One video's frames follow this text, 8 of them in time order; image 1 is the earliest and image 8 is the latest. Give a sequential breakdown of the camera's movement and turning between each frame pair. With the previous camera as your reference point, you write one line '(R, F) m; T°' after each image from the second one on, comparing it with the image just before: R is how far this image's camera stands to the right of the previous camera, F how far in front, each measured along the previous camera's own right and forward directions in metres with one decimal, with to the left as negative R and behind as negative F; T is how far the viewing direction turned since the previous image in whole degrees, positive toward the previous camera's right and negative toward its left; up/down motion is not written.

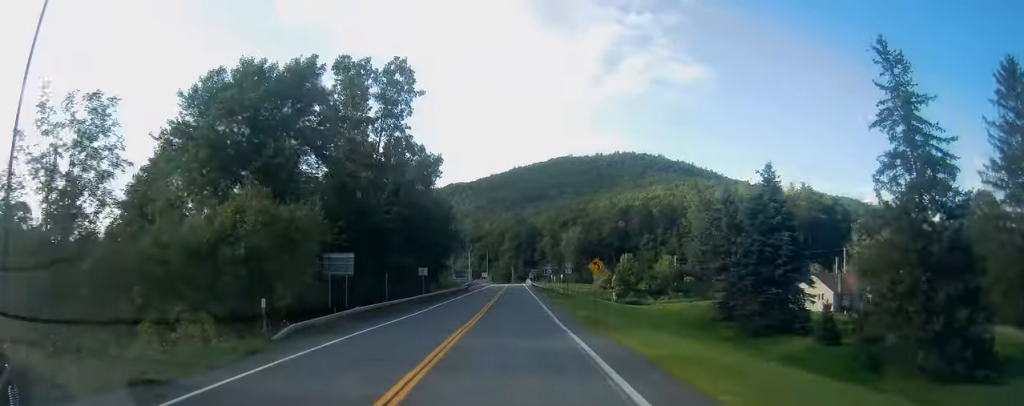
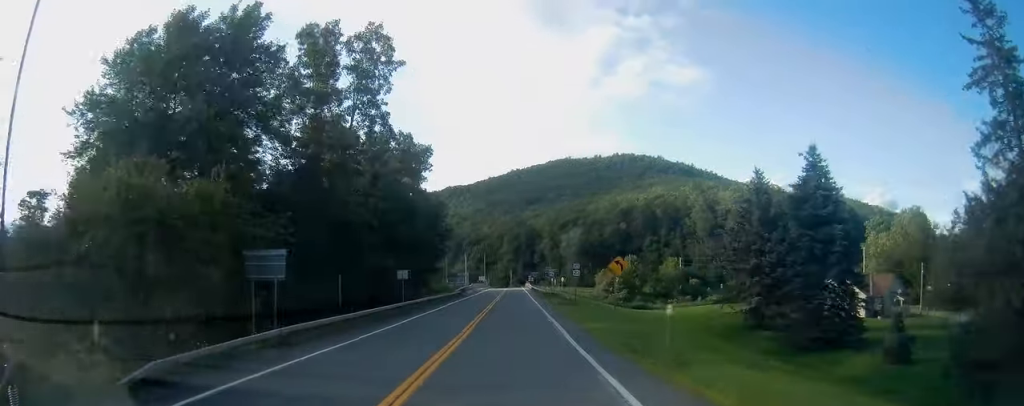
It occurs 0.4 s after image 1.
(+0.2, +8.3) m; 0°
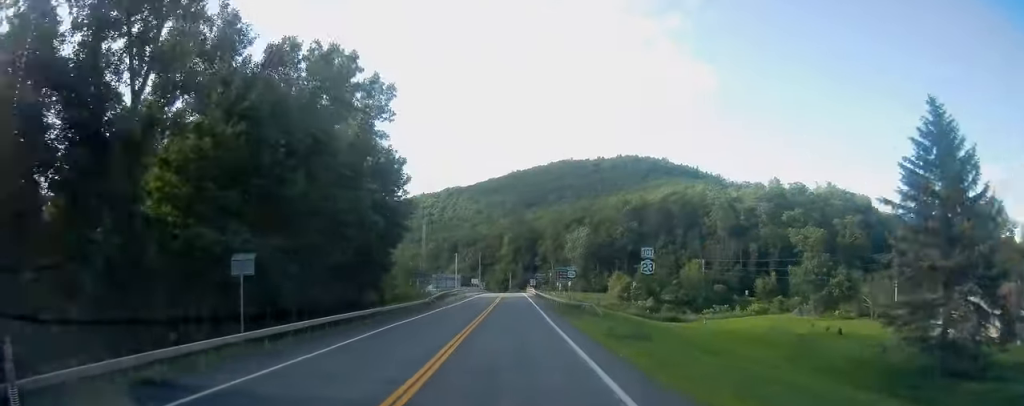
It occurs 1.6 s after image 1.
(0.0, +24.8) m; -1°
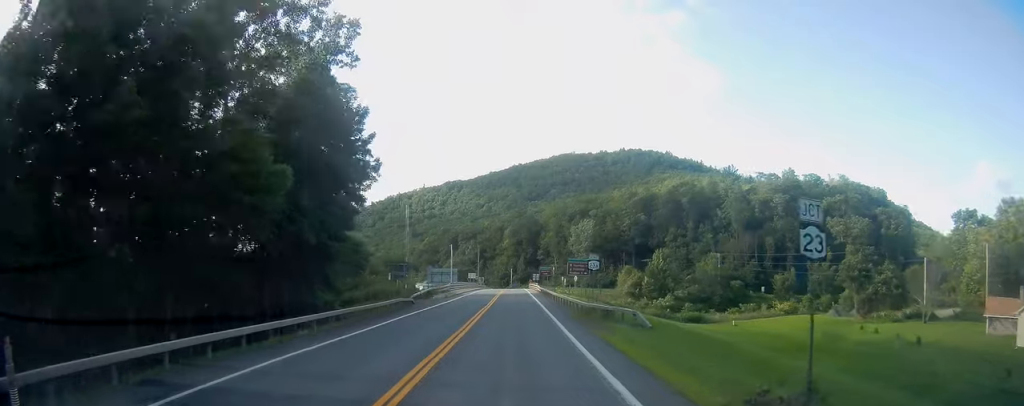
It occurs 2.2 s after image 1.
(-0.1, +12.4) m; 0°
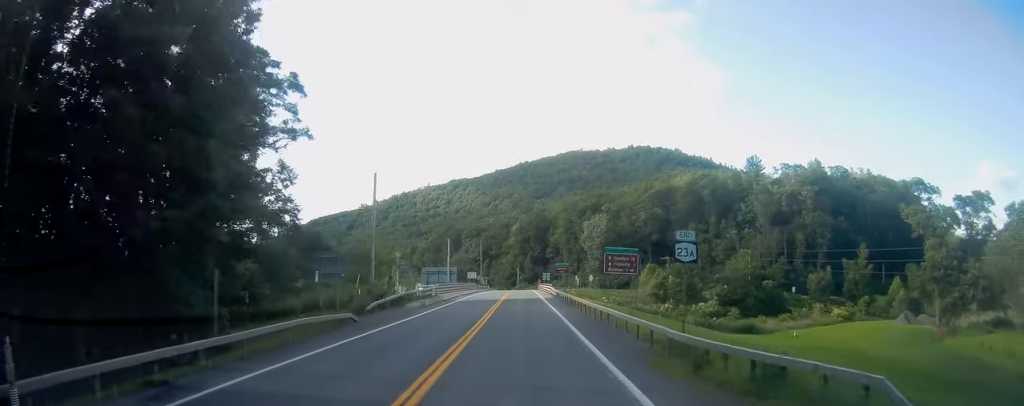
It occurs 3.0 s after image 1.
(0.0, +17.2) m; 0°
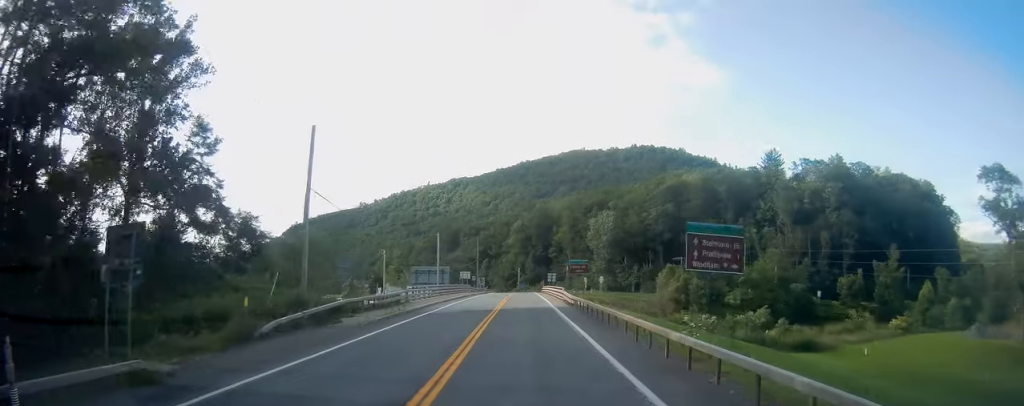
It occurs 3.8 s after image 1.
(0.0, +15.1) m; +1°
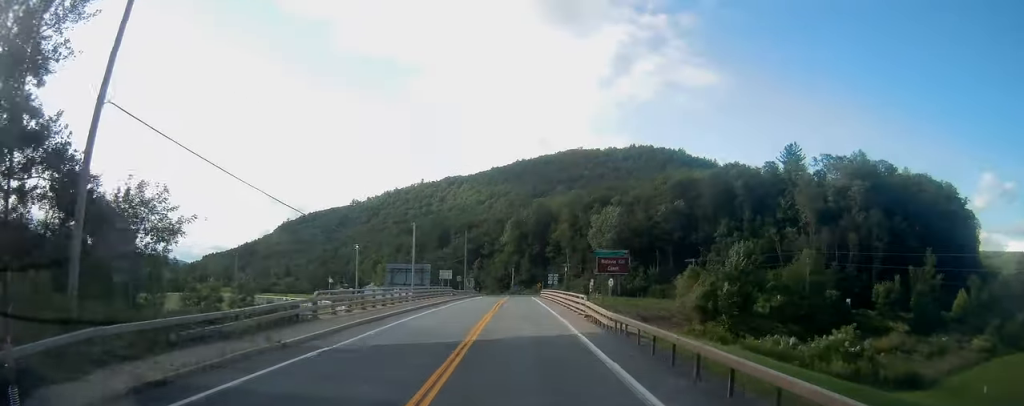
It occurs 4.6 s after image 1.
(+0.2, +17.5) m; 0°
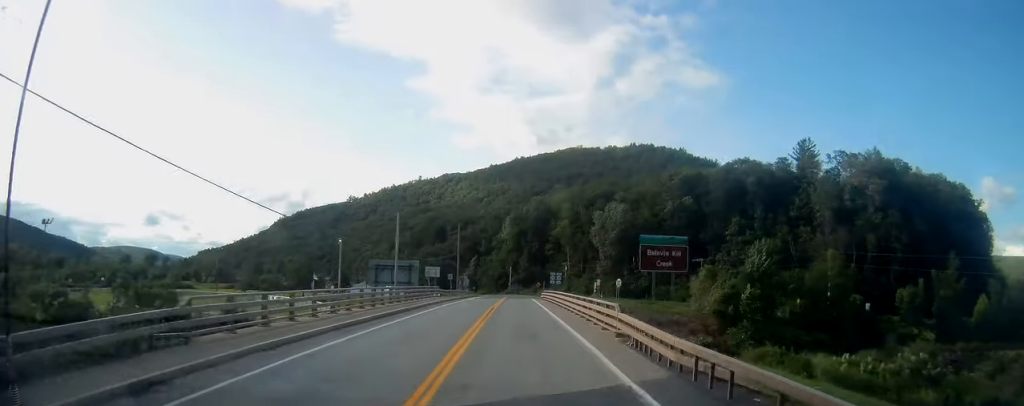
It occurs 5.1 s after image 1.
(+0.1, +9.3) m; 0°
